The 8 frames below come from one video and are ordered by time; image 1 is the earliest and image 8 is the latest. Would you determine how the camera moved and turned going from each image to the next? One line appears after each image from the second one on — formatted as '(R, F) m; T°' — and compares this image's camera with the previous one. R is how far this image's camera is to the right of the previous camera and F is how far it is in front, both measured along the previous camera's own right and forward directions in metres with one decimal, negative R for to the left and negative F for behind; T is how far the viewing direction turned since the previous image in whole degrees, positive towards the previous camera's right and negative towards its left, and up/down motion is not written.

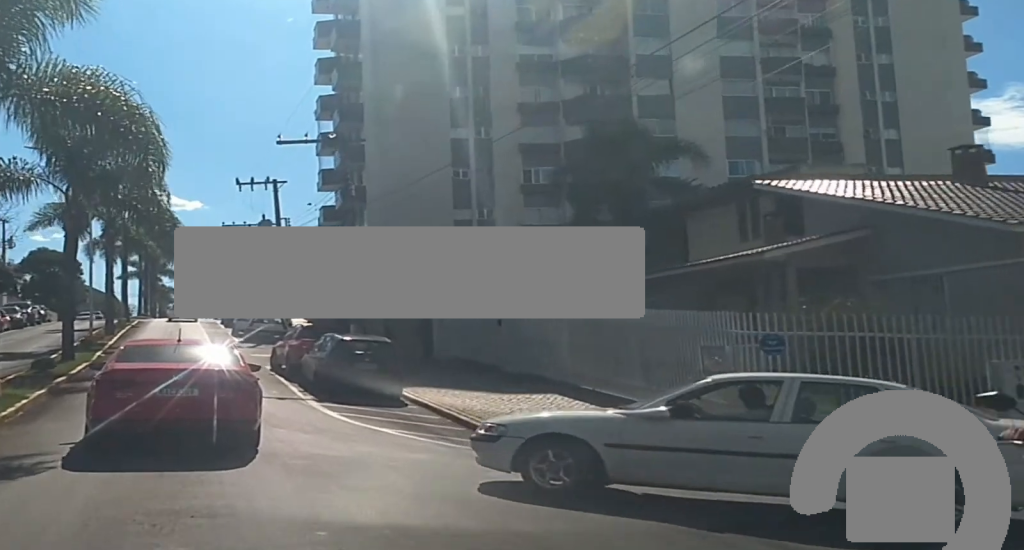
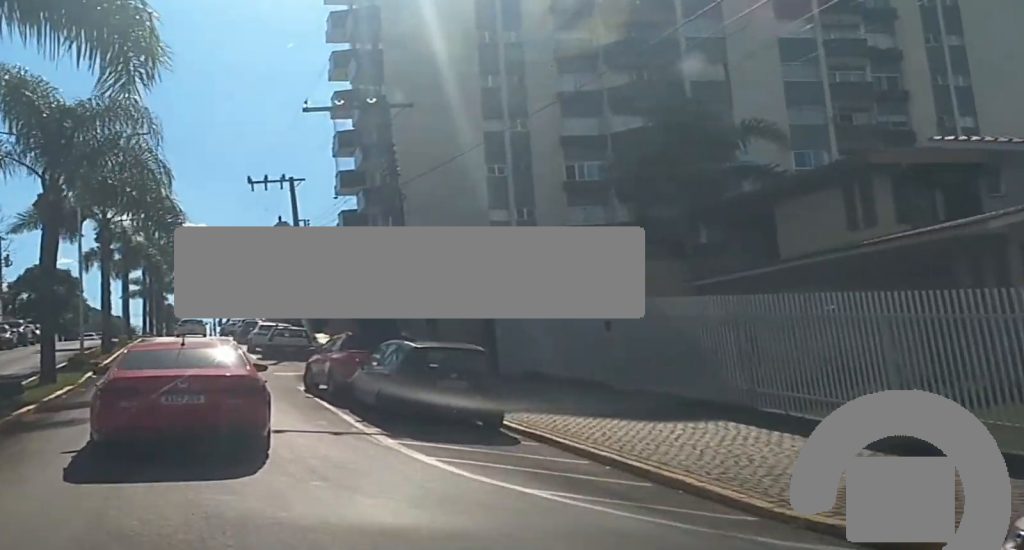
(0.0, +6.4) m; 0°
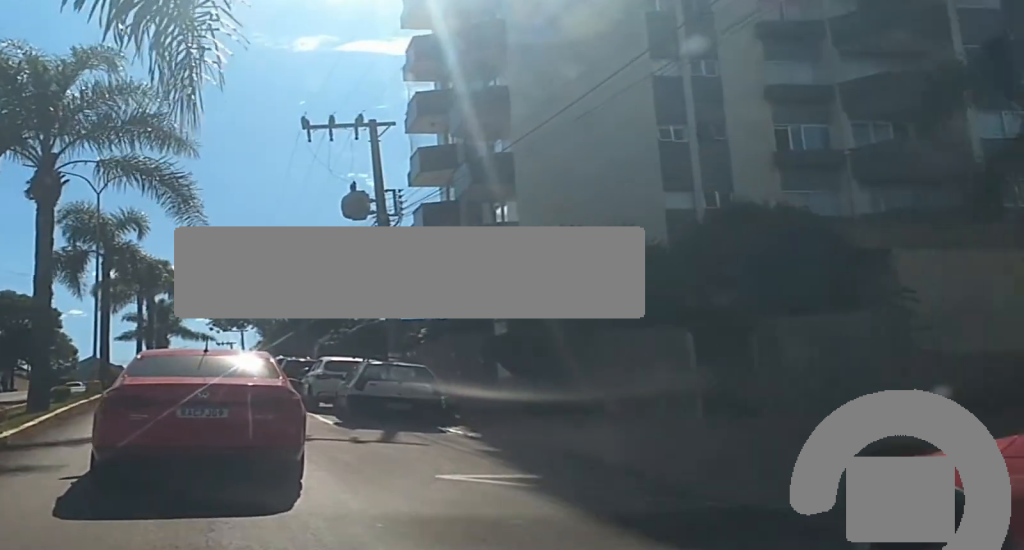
(-0.5, +18.6) m; -2°
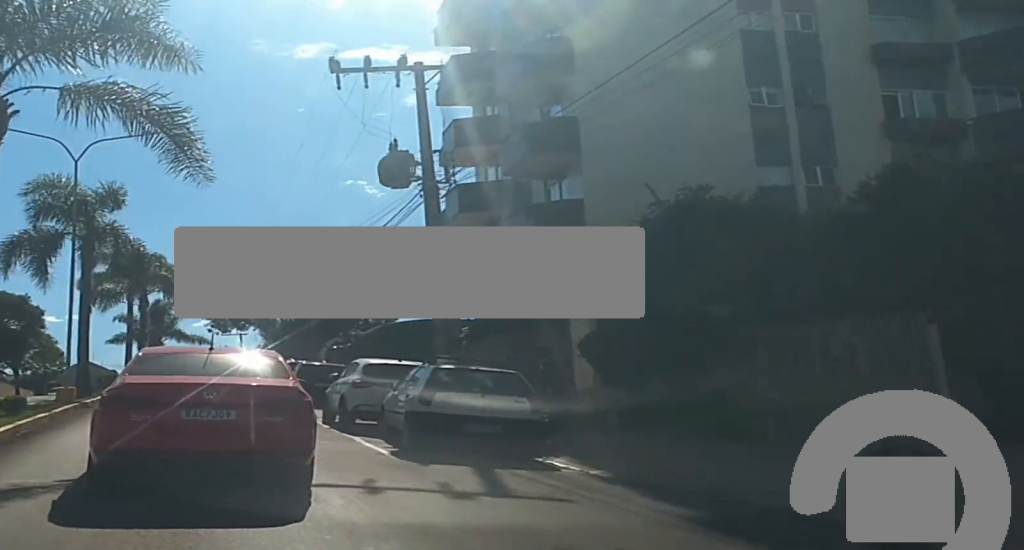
(0.0, +5.9) m; 0°
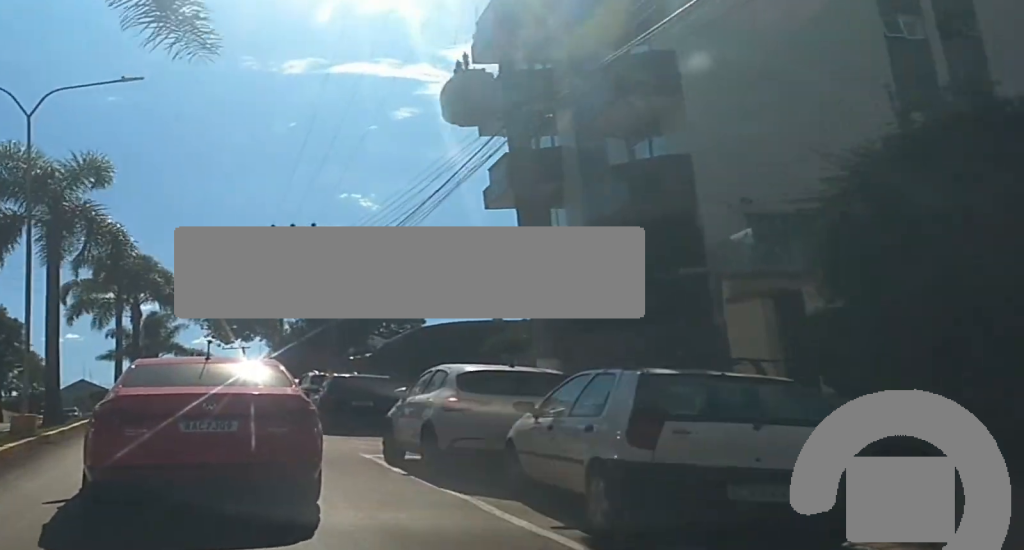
(0.0, +6.8) m; +1°
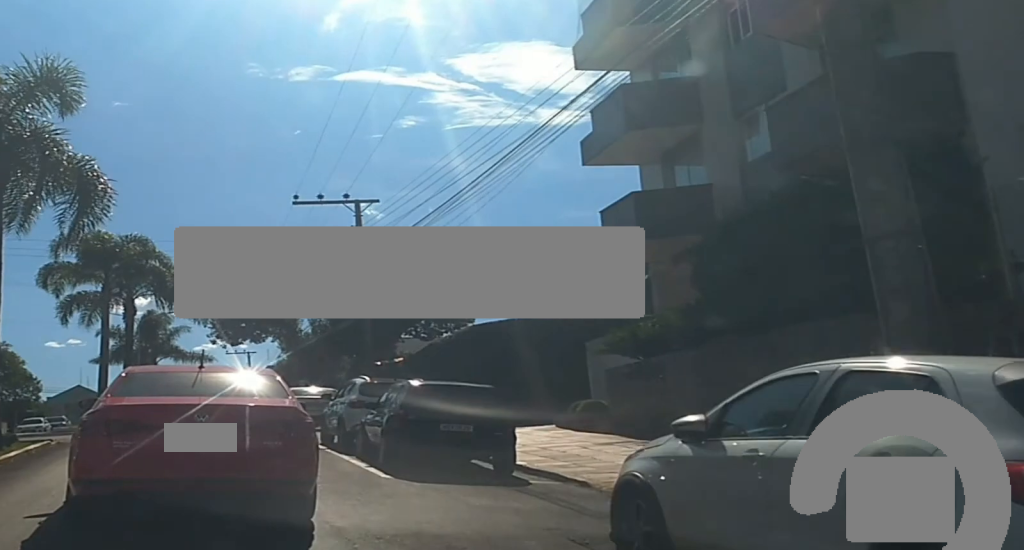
(+0.1, +8.3) m; +1°
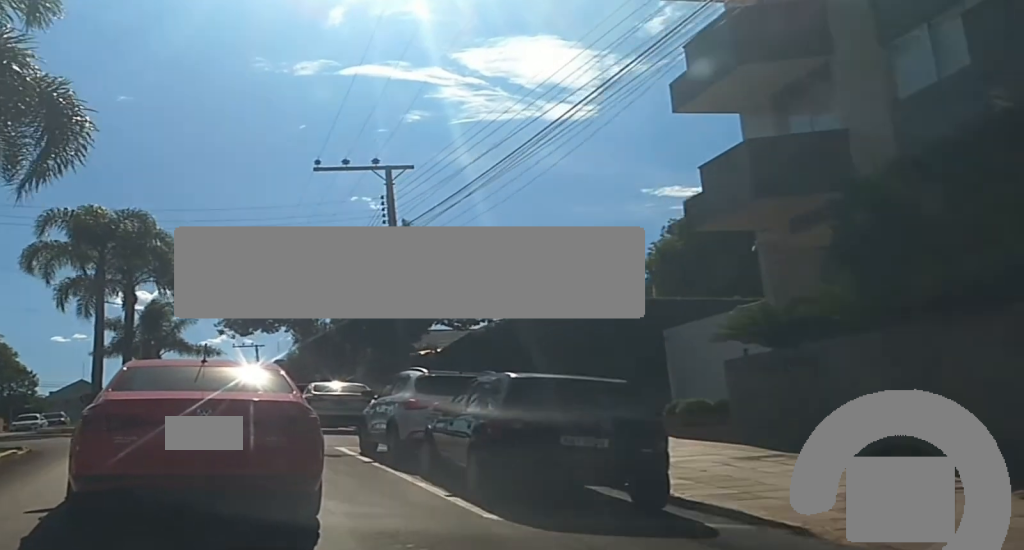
(+0.1, +4.6) m; +1°
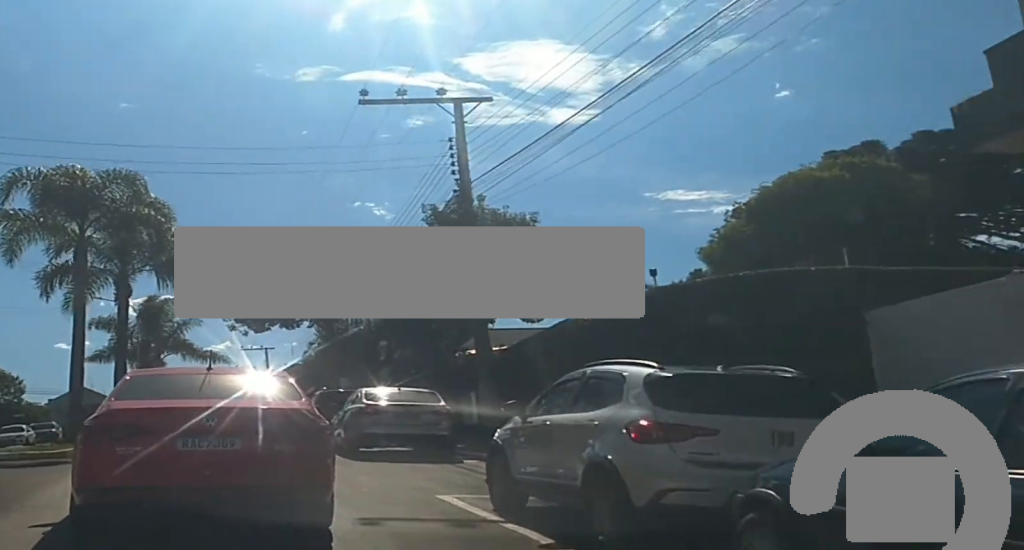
(0.0, +7.2) m; 0°
